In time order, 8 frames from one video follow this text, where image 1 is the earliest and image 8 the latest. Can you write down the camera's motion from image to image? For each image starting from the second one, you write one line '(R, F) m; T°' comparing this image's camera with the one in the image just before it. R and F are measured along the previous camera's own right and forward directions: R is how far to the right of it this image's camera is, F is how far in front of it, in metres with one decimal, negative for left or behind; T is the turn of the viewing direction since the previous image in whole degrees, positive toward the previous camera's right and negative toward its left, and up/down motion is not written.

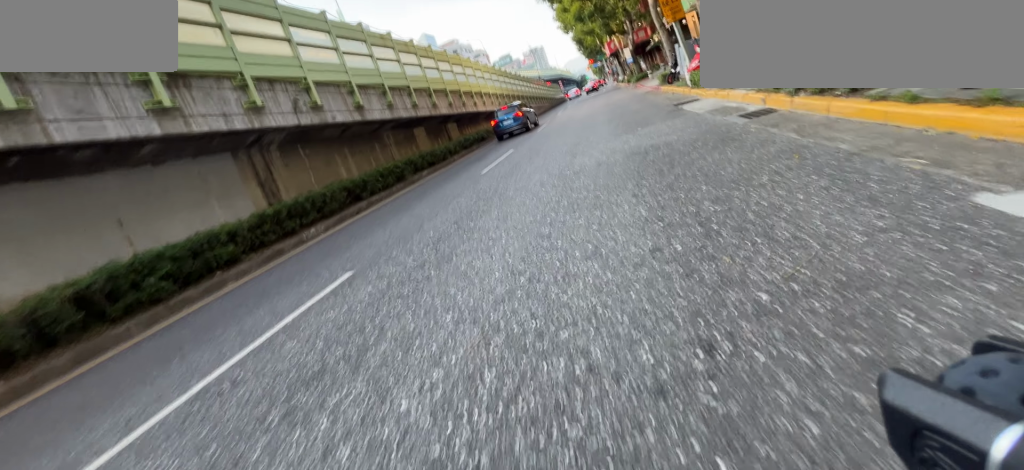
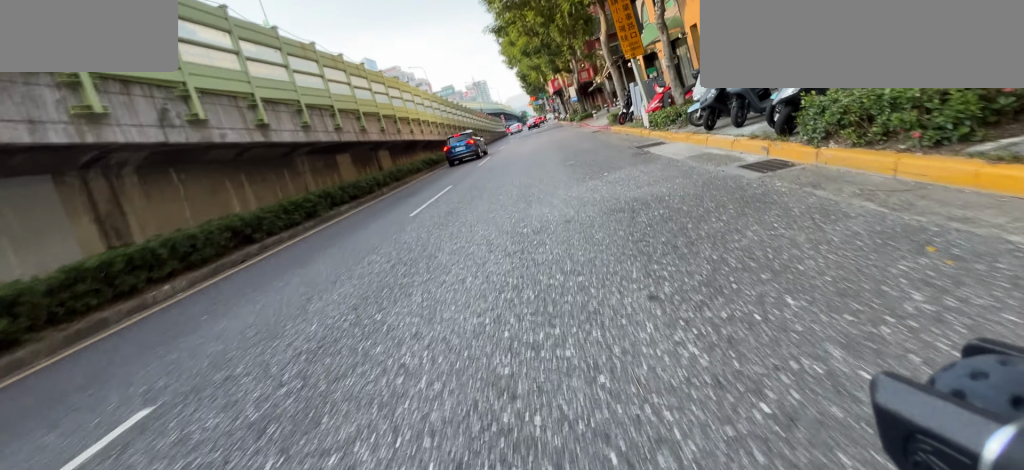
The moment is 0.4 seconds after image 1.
(0.0, +2.9) m; 0°
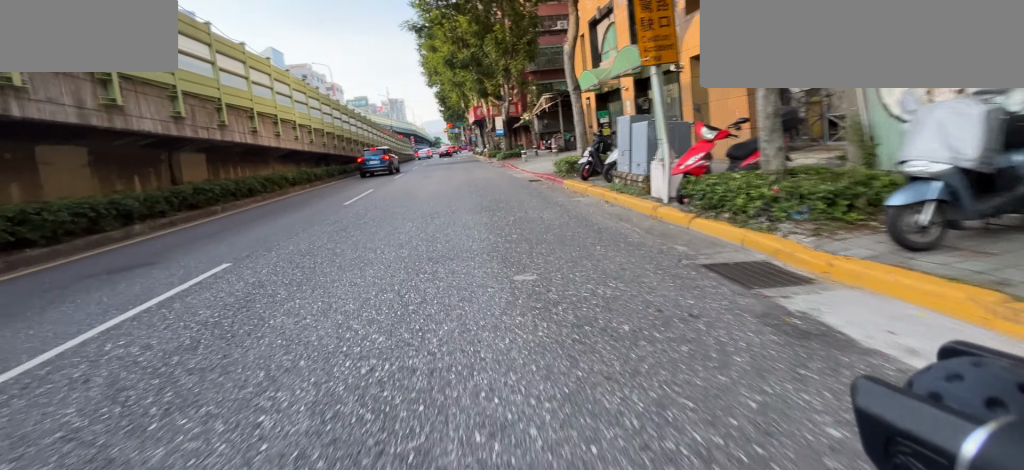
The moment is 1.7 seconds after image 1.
(0.0, +8.9) m; 0°
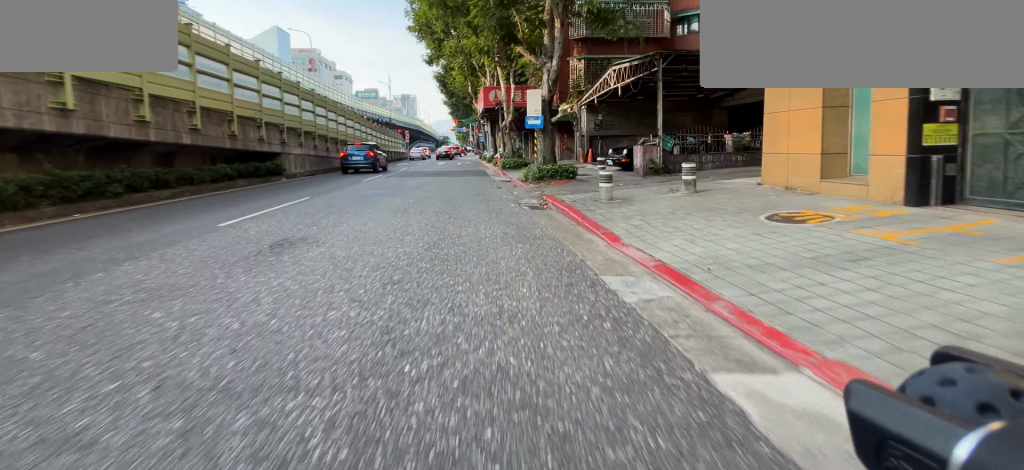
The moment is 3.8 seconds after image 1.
(0.0, +16.2) m; 0°
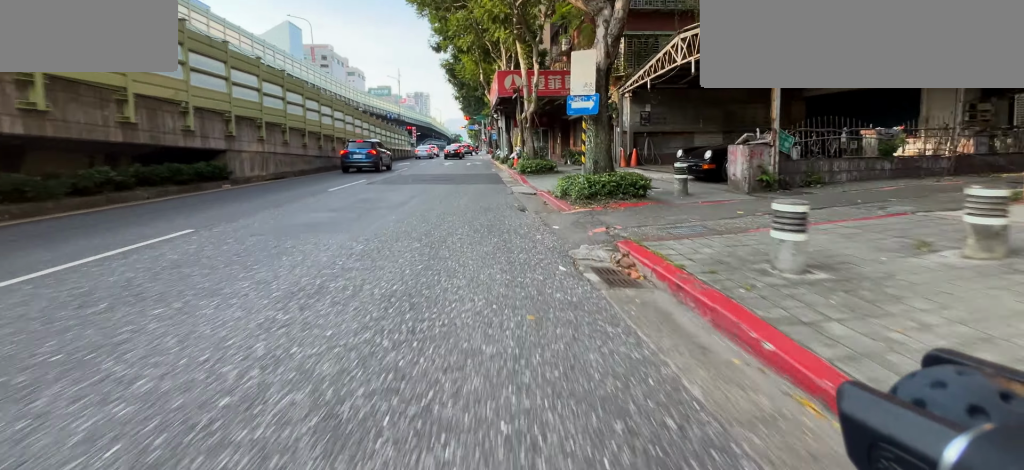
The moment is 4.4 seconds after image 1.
(0.0, +5.1) m; +4°
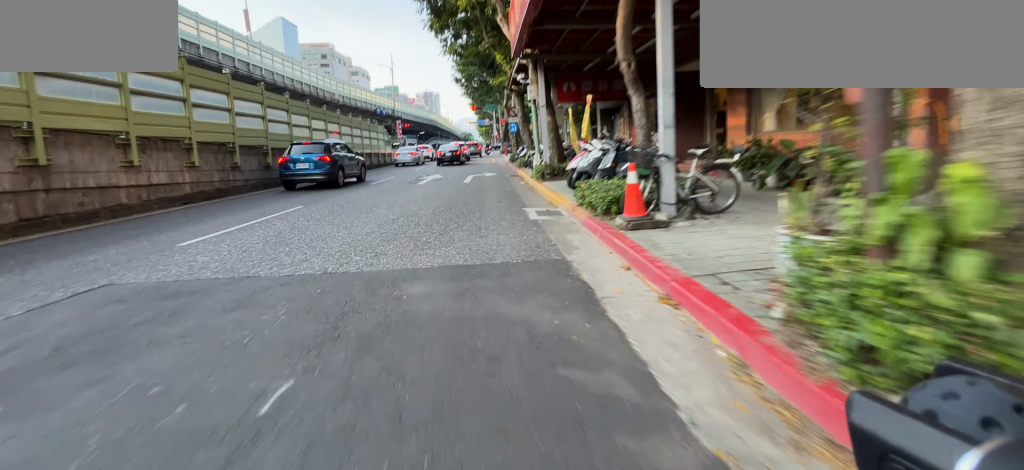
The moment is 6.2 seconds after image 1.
(+1.9, +16.4) m; +9°
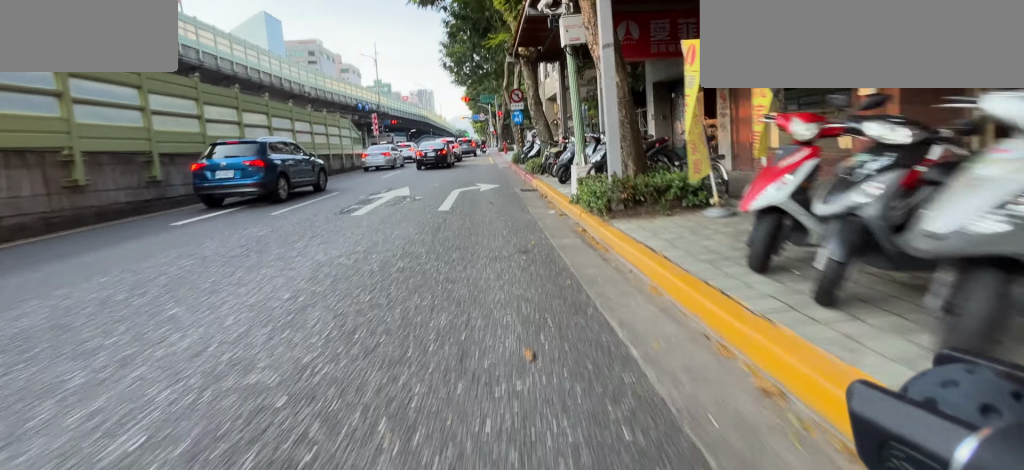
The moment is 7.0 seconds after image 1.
(0.0, +7.2) m; 0°
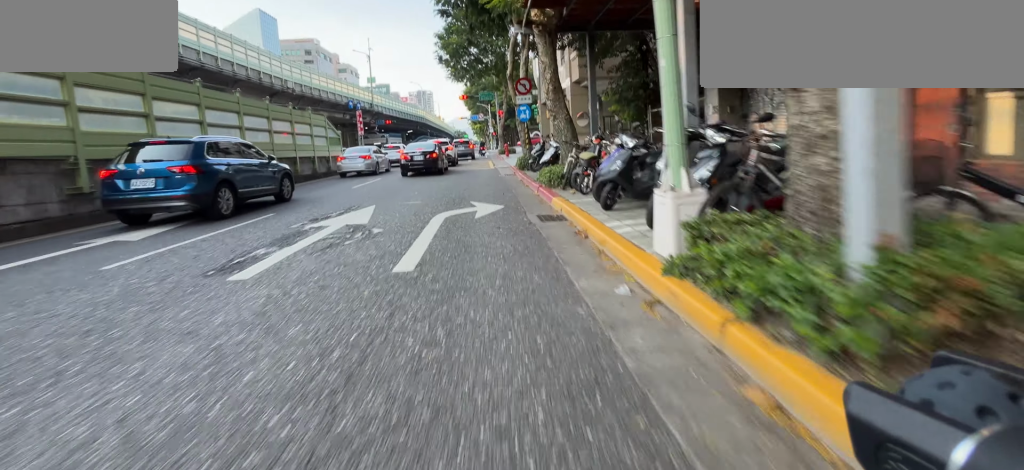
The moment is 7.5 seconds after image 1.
(0.0, +3.9) m; 0°
